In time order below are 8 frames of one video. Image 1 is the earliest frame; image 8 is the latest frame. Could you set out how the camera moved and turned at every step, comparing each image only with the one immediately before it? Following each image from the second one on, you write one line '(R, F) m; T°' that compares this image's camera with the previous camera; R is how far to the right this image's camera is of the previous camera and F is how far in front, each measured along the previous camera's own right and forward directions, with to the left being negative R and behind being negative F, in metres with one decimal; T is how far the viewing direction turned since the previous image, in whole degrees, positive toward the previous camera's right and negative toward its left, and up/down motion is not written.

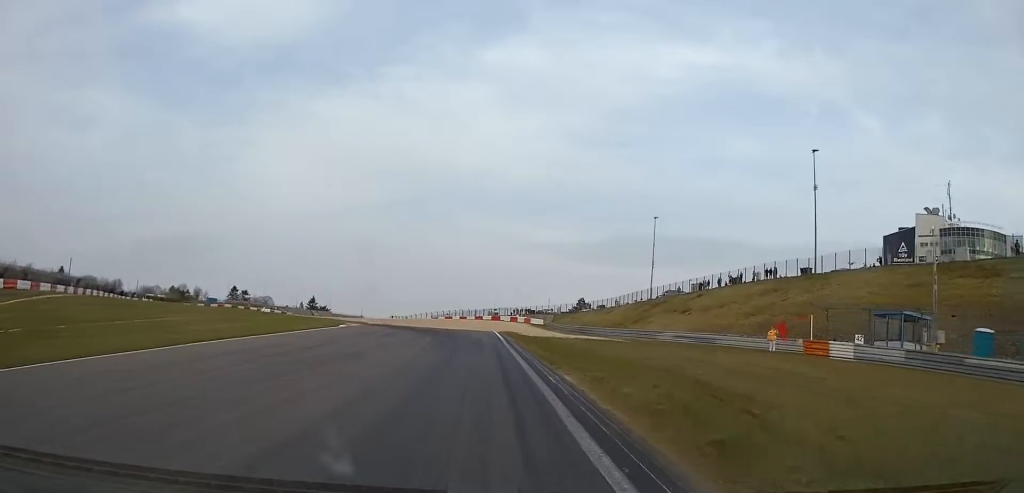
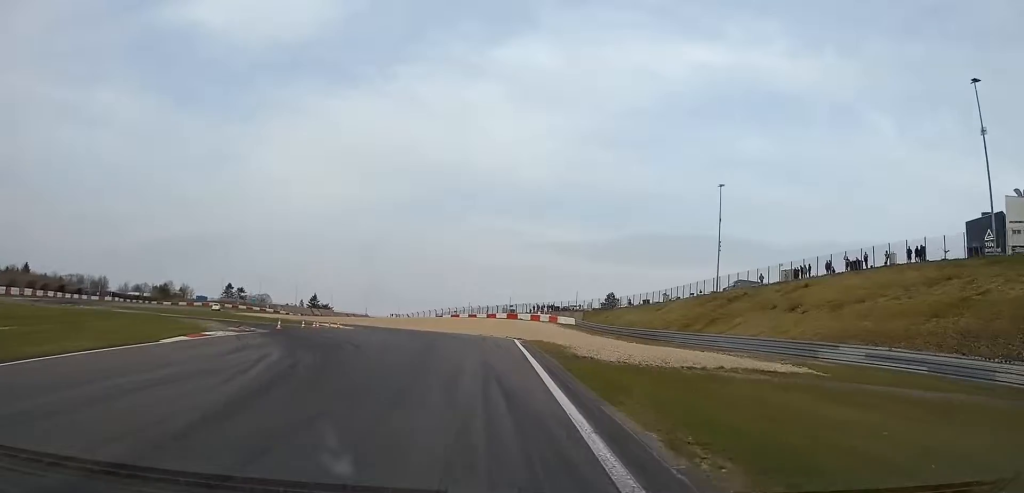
(-0.4, +30.6) m; -3°
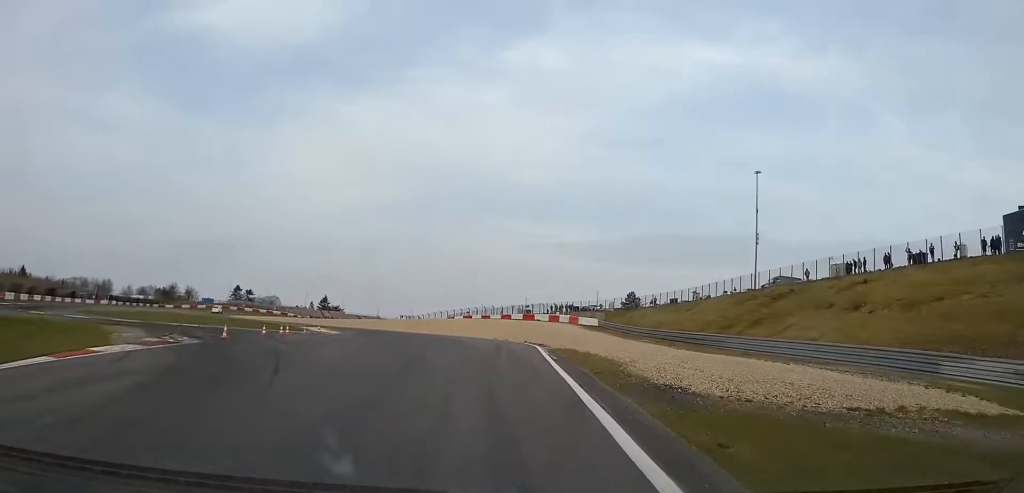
(-0.1, +9.4) m; -1°
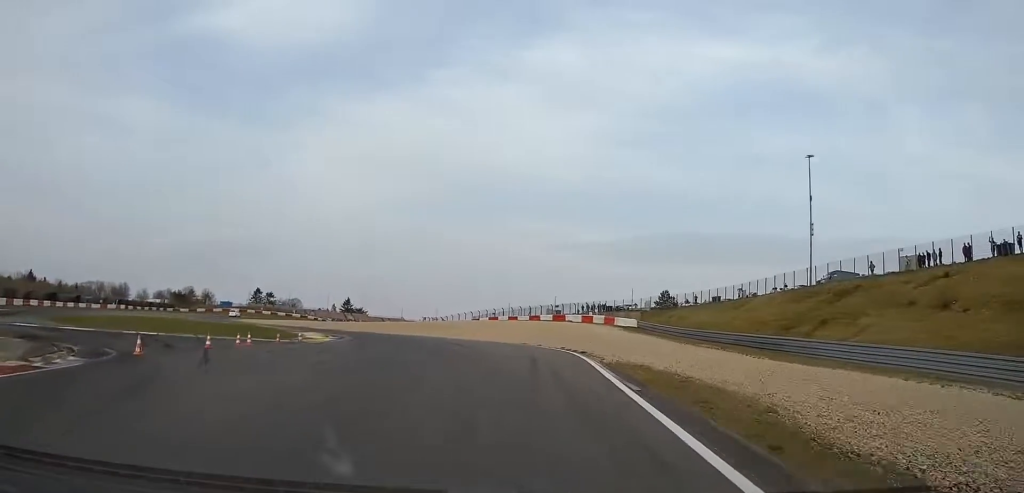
(-0.1, +8.7) m; -2°
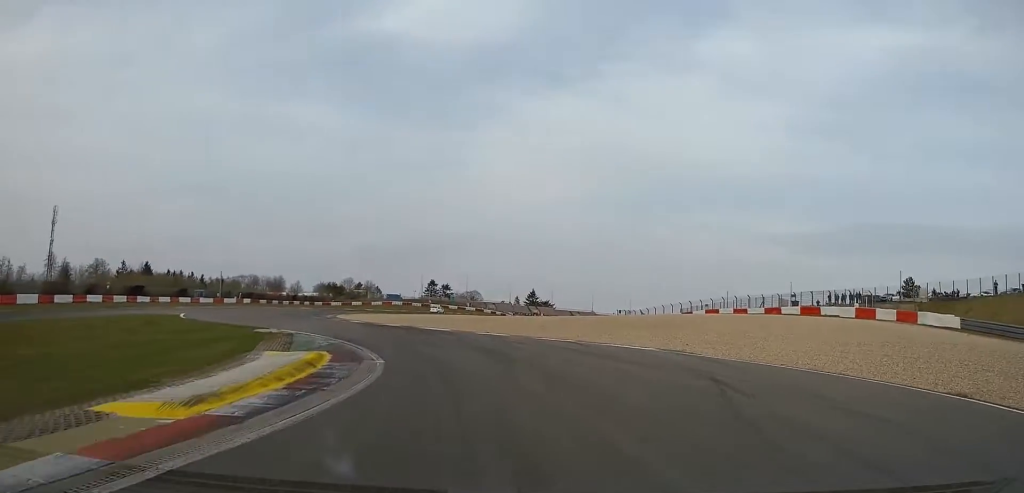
(-3.5, +32.6) m; -15°
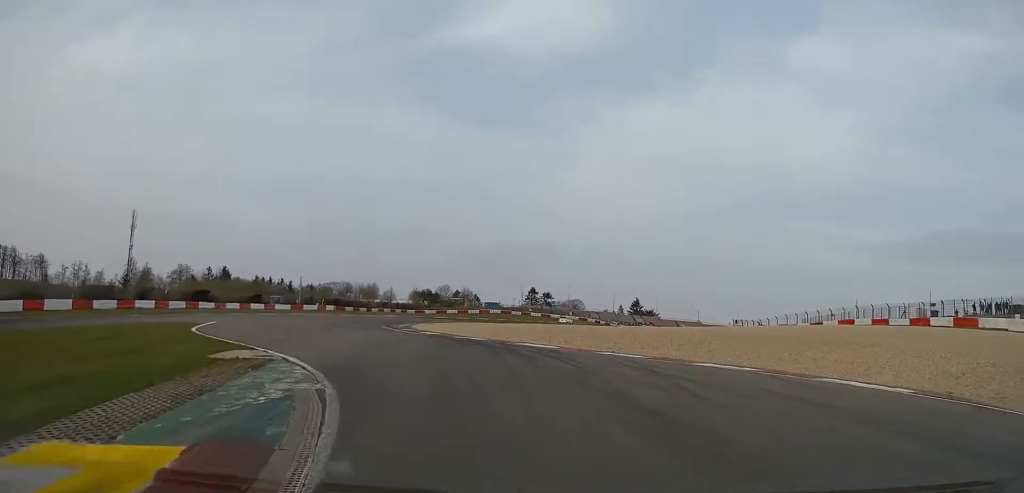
(-0.5, +12.2) m; -8°
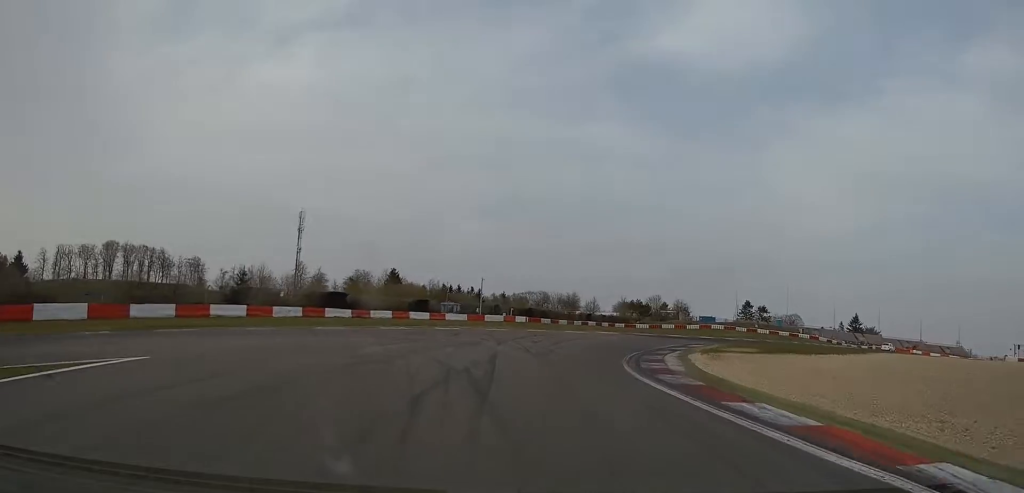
(-5.6, +30.5) m; -16°
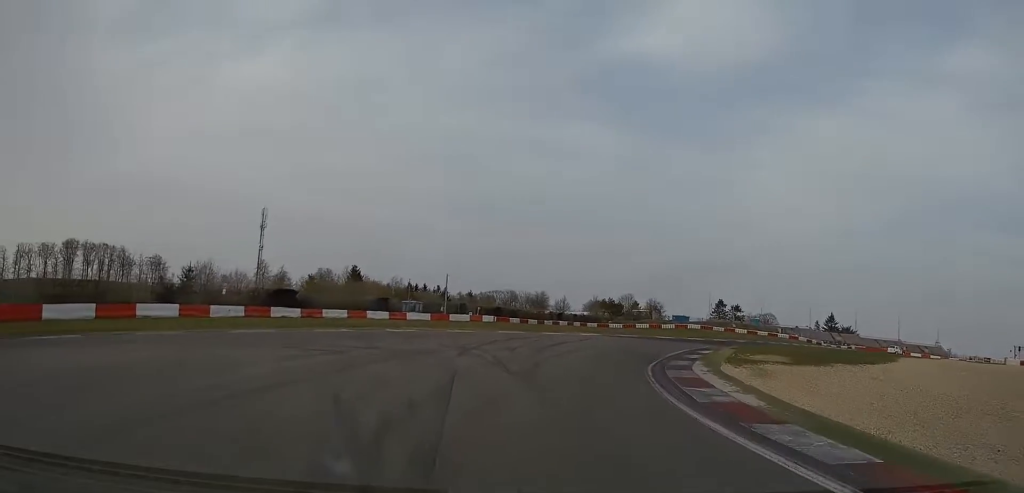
(-0.2, +7.5) m; +3°
